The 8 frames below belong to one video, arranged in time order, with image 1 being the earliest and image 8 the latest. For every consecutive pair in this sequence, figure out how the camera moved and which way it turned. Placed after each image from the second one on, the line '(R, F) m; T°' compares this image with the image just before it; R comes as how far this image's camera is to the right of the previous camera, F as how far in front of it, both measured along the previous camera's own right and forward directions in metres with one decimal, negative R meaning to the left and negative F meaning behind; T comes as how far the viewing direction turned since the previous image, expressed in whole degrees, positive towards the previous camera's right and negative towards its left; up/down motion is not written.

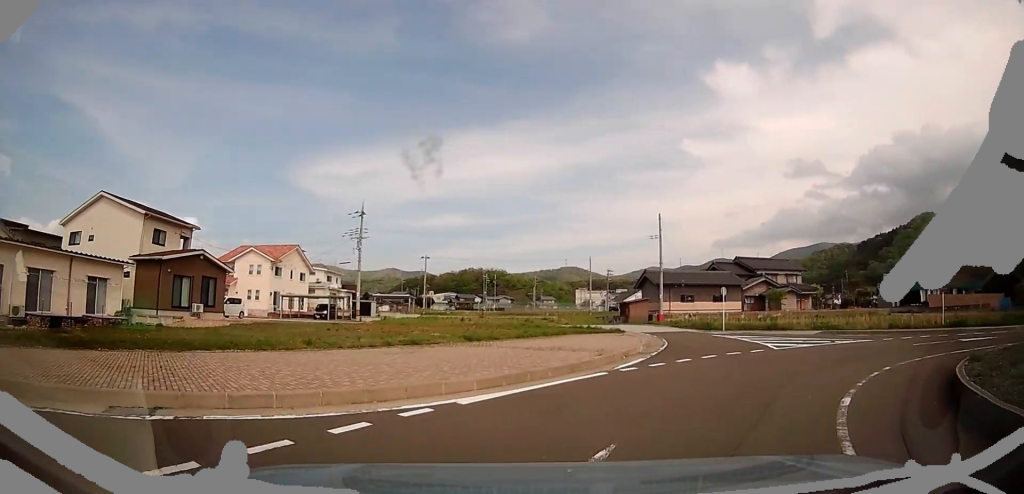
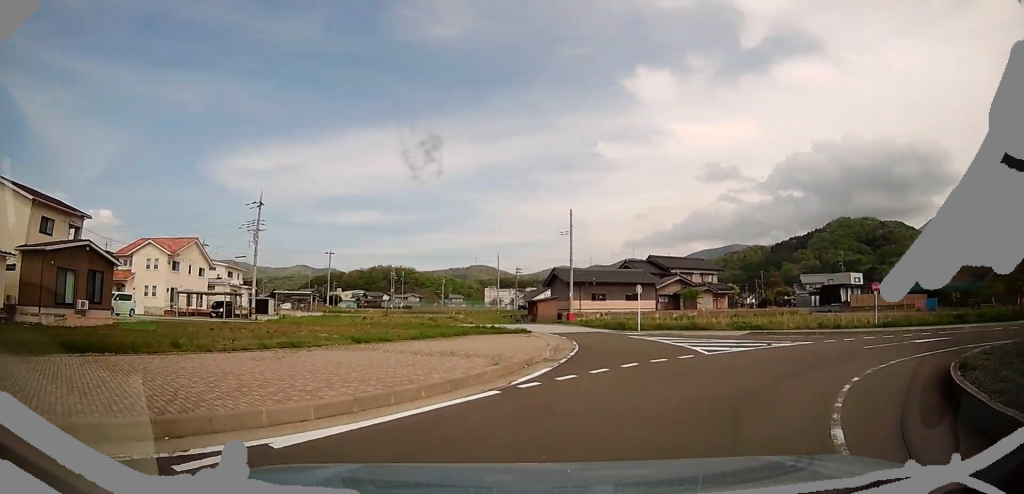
(+0.6, +2.1) m; +9°
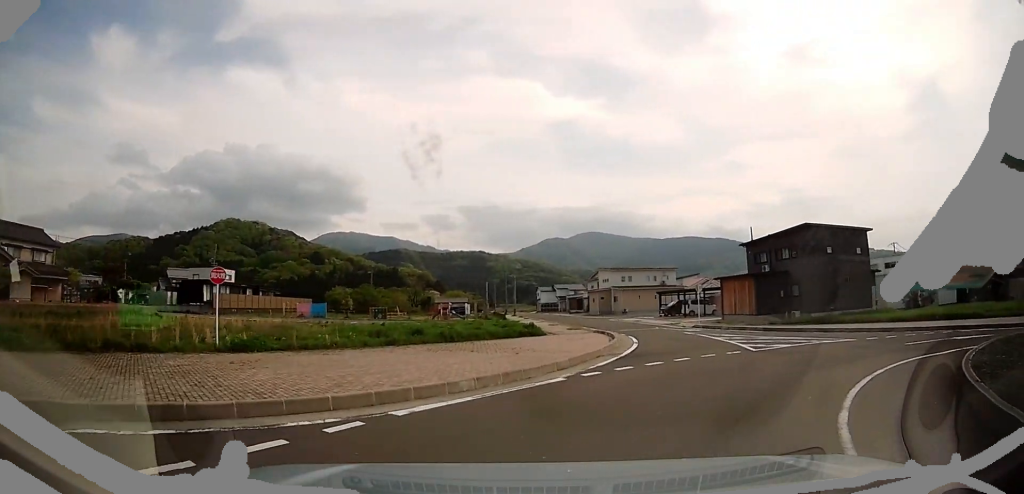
(+8.8, +13.0) m; +71°
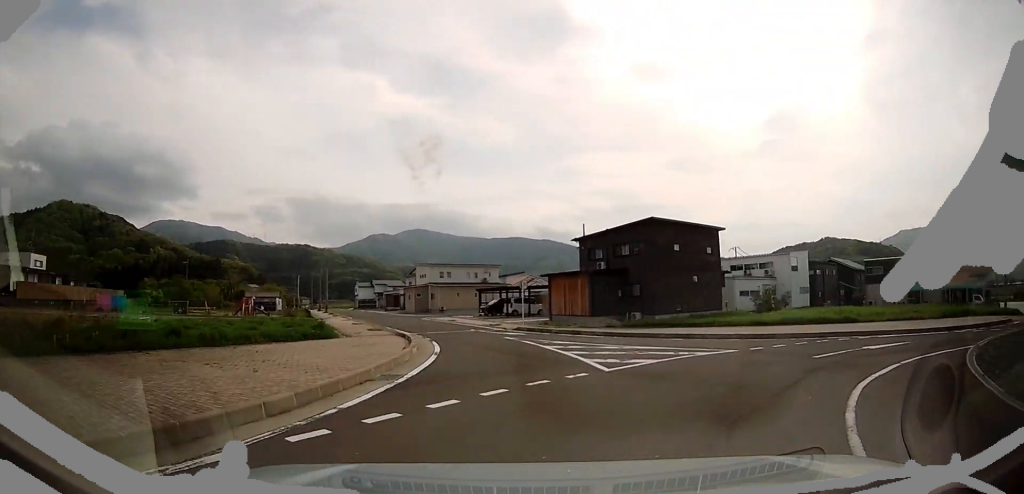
(+0.1, +5.1) m; +15°
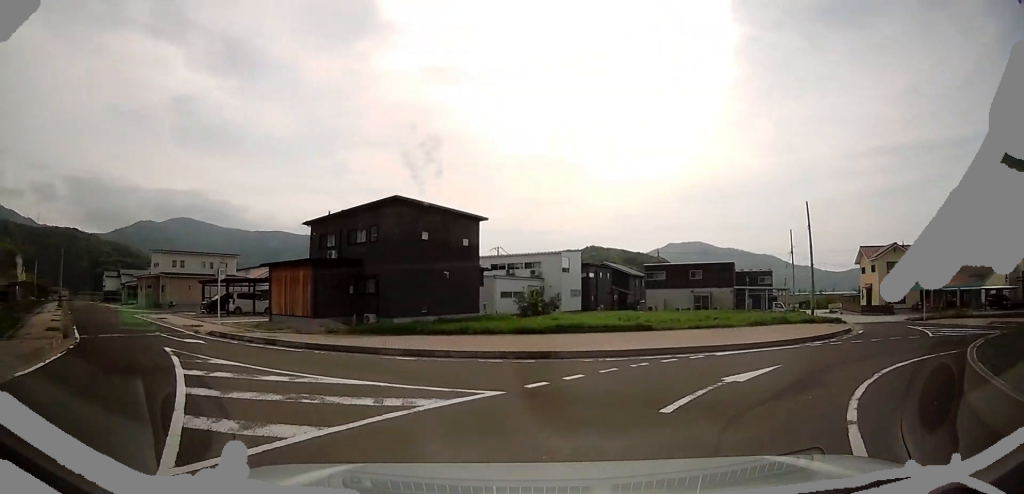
(+2.6, +5.3) m; +47°
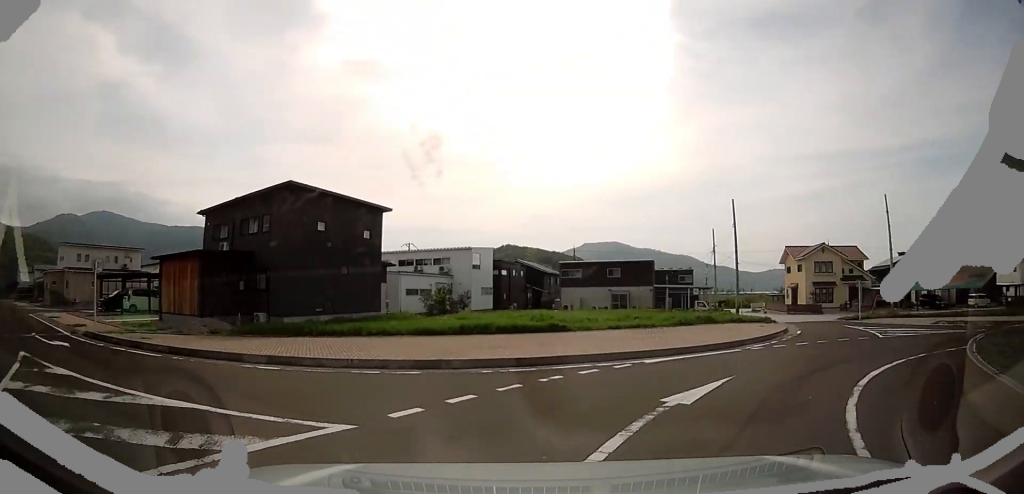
(+0.6, +2.3) m; +13°
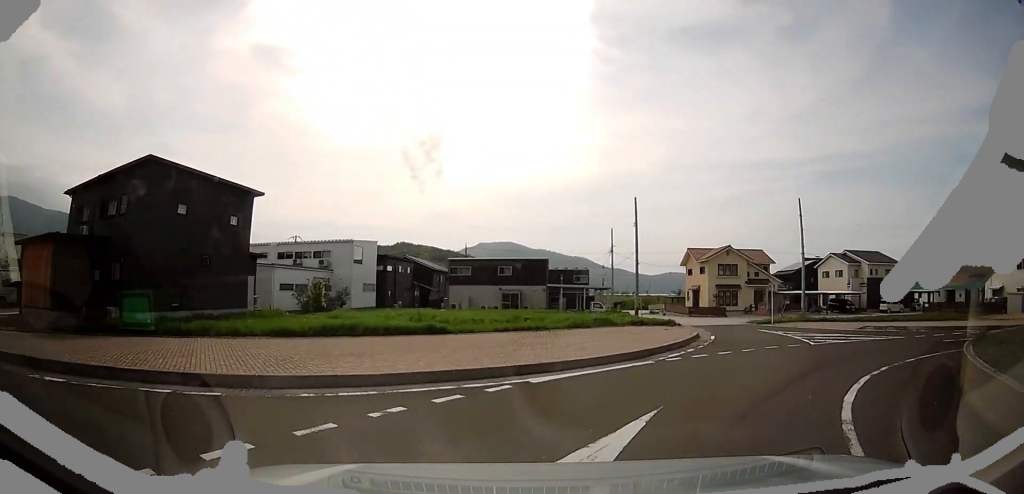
(+0.1, +2.5) m; +11°
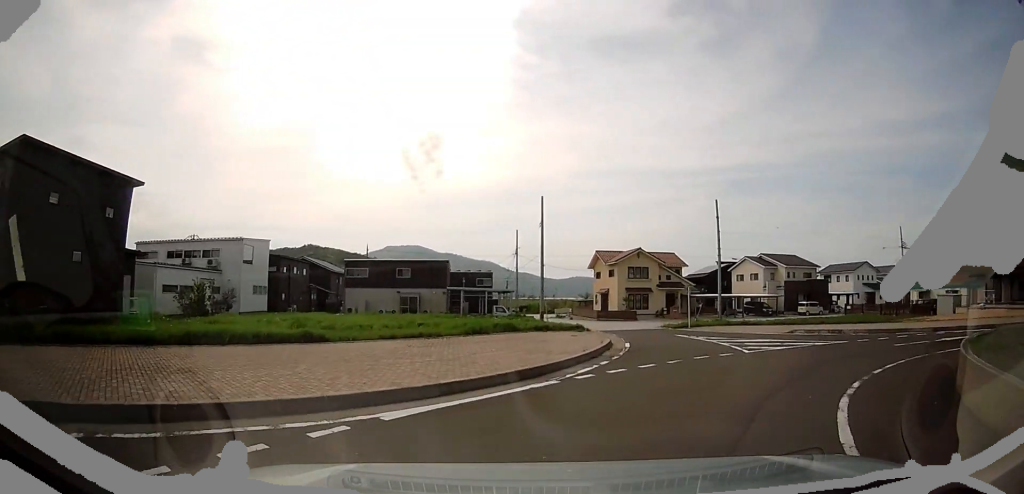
(-0.3, +2.1) m; +9°
